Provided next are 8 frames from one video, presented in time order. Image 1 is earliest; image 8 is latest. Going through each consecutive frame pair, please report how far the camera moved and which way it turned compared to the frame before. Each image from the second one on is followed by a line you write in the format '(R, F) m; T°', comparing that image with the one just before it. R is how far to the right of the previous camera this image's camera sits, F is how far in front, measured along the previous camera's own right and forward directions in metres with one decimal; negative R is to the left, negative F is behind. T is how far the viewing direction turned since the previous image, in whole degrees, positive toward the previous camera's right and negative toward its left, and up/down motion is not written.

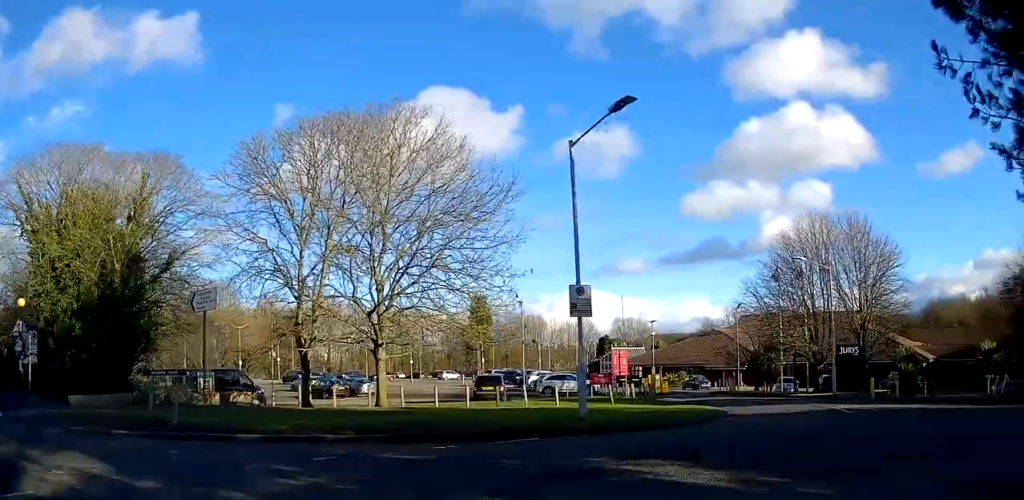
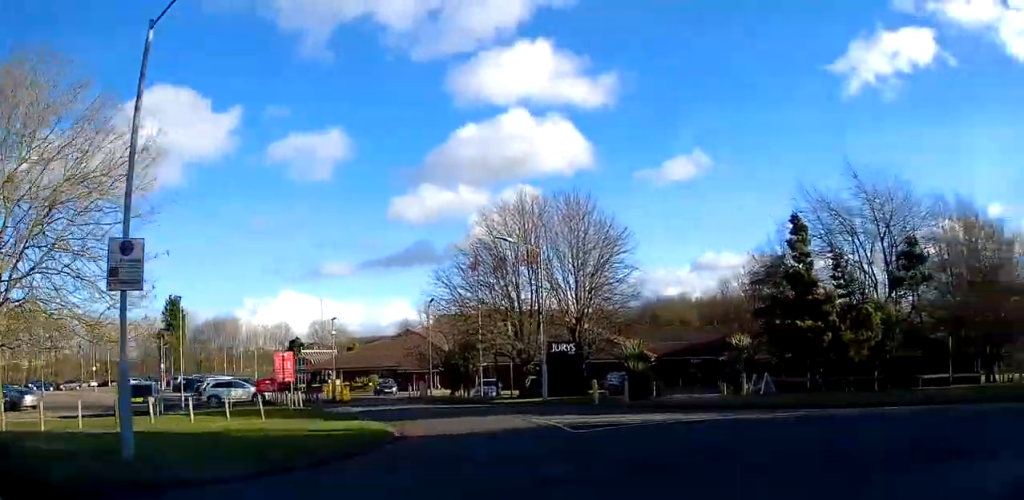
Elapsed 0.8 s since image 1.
(+2.2, +5.1) m; +32°
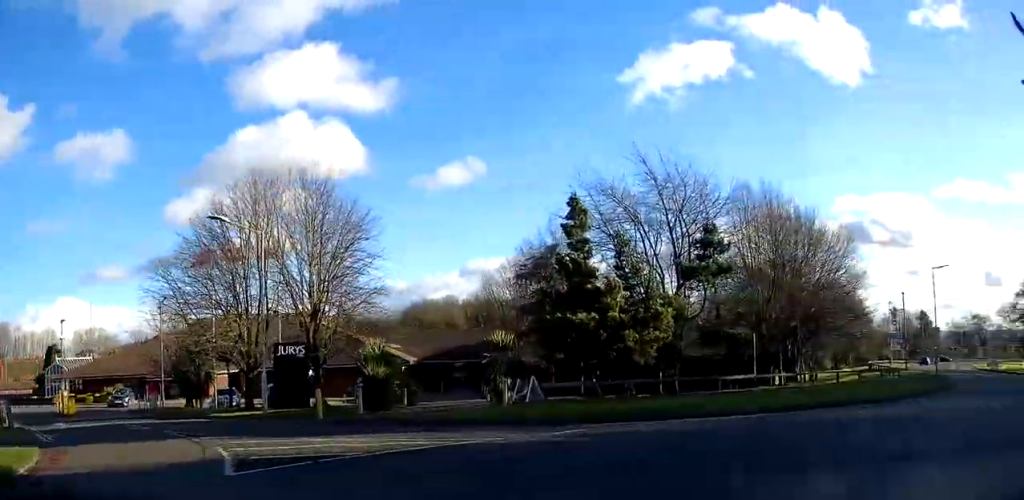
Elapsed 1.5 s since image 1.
(+1.0, +4.5) m; +20°
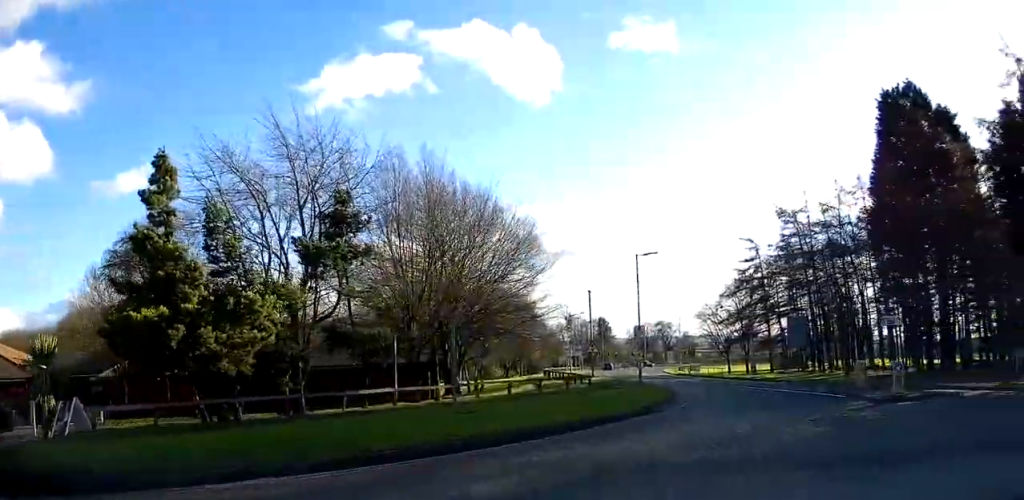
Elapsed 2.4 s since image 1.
(+1.6, +7.5) m; +21°
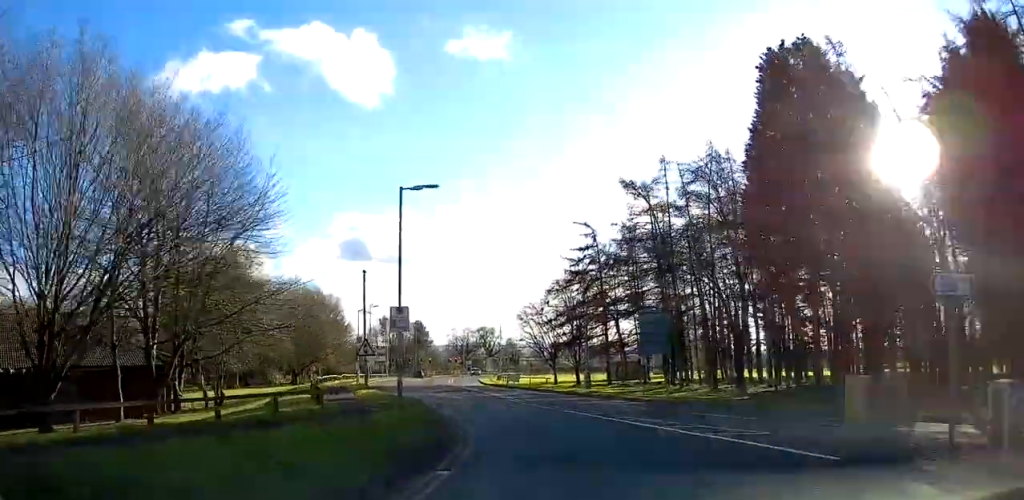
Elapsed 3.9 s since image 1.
(+2.4, +13.3) m; +10°
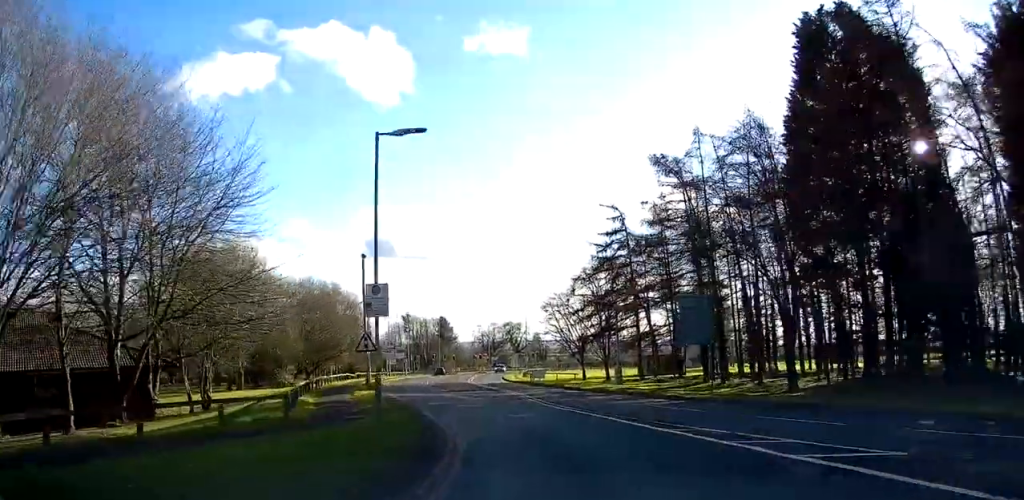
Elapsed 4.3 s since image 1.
(0.0, +4.5) m; -1°
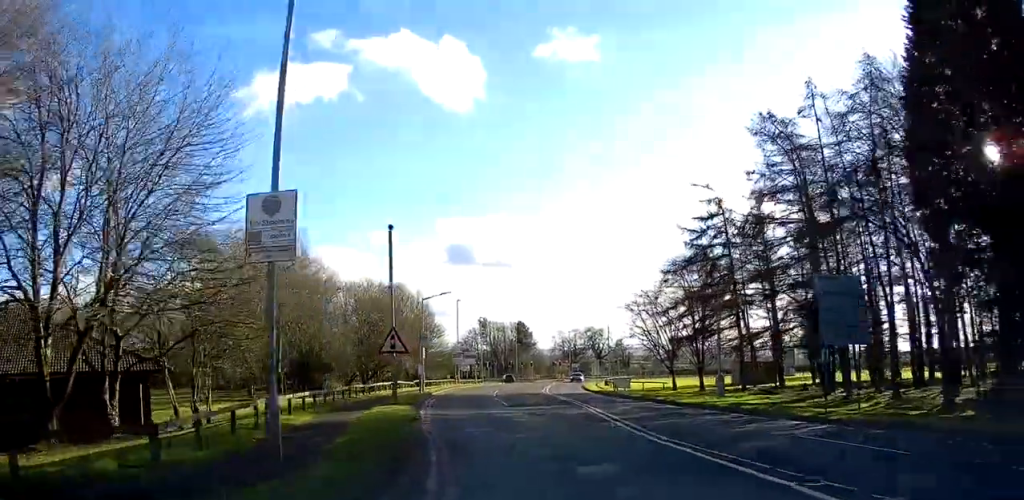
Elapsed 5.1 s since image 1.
(-0.1, +8.5) m; -5°
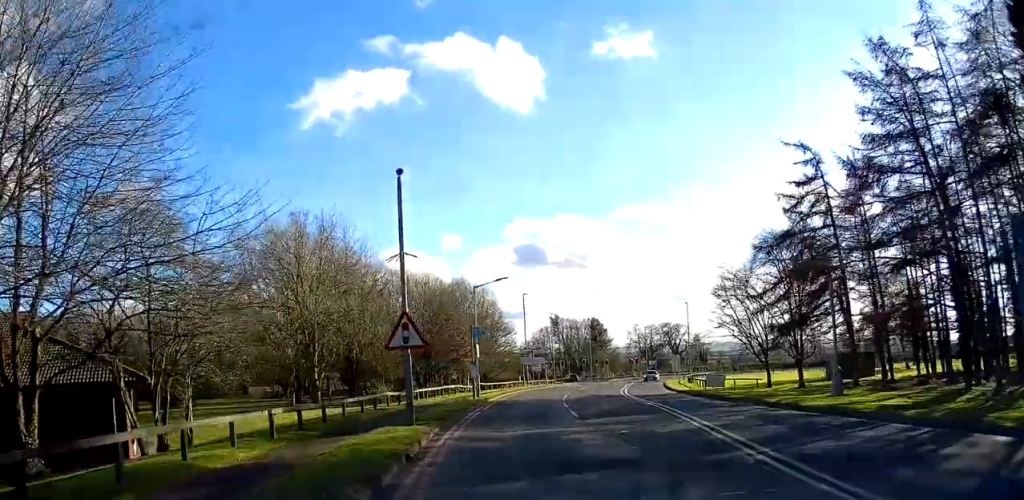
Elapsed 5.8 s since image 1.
(-0.6, +8.1) m; -5°
